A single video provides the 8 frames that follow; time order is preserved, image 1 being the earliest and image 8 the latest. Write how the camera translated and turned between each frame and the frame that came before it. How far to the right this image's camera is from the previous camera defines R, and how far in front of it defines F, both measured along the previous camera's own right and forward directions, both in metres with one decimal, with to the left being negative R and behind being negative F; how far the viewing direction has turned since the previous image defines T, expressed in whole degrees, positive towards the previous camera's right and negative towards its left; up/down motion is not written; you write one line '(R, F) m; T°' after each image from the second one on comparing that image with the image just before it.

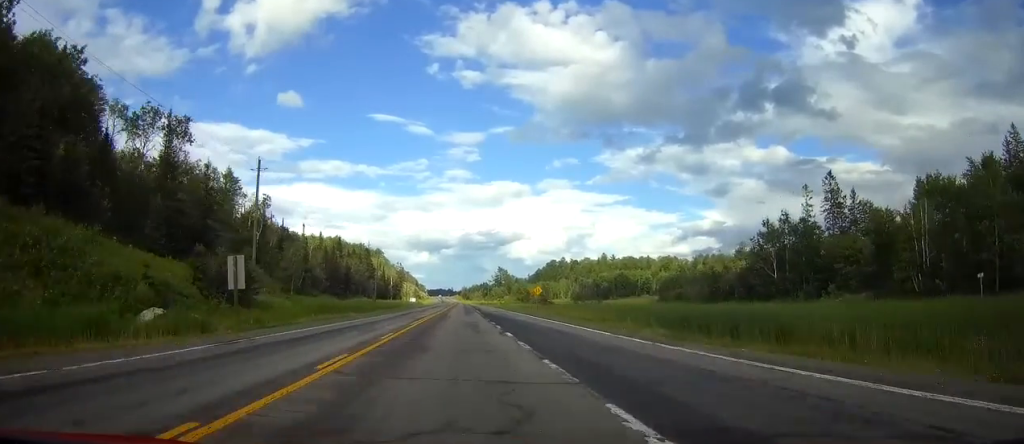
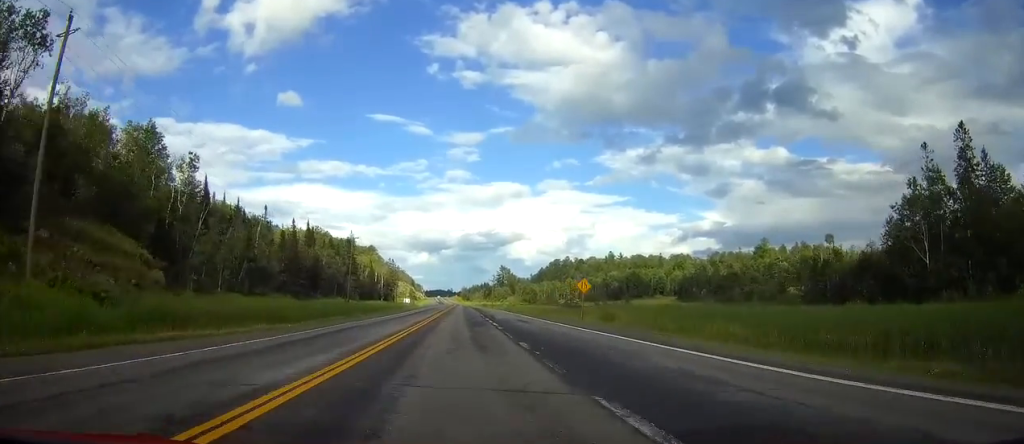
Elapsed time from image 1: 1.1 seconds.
(-0.1, +35.1) m; 0°
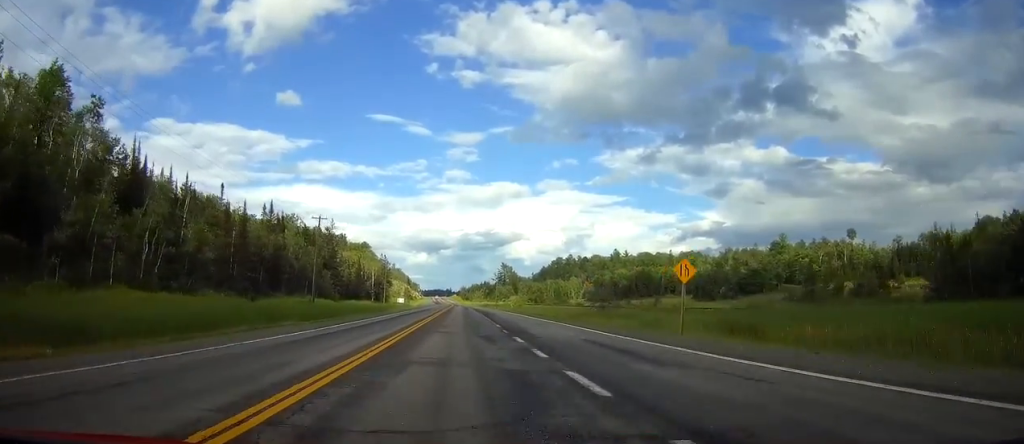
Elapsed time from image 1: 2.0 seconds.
(+0.1, +26.6) m; 0°
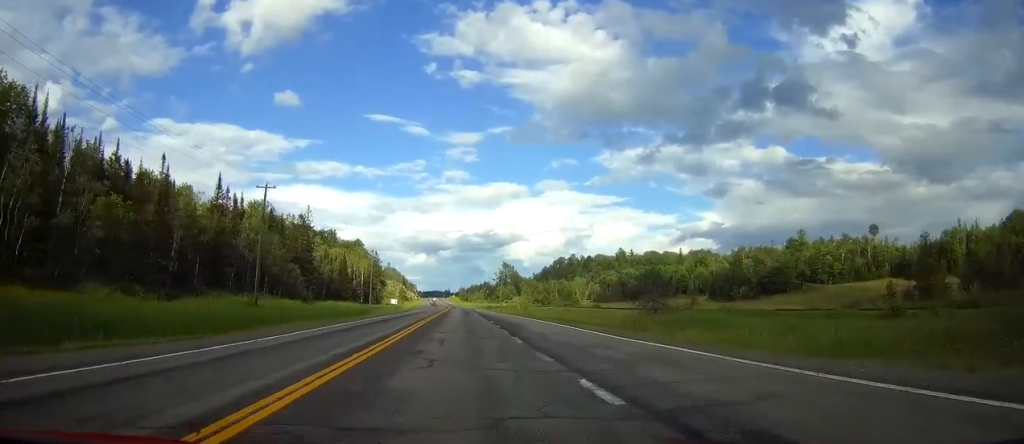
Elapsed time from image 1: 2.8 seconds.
(+0.1, +24.5) m; 0°
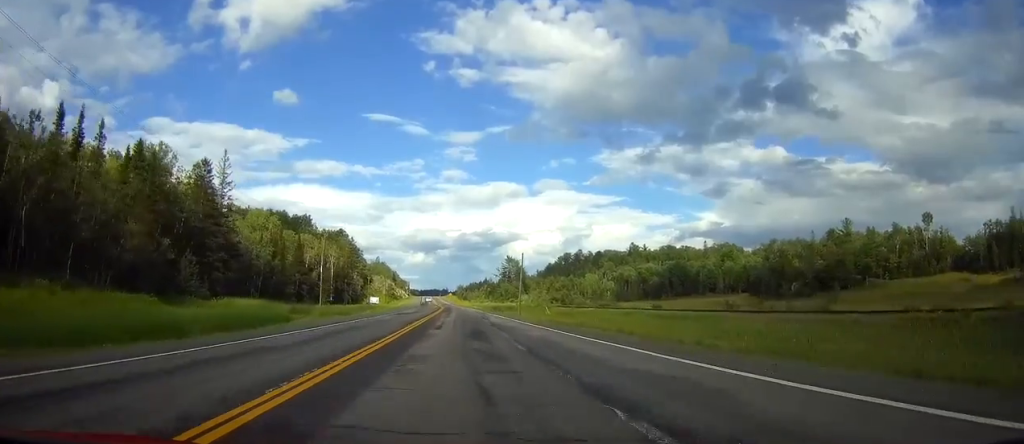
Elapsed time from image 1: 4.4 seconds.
(0.0, +50.1) m; 0°
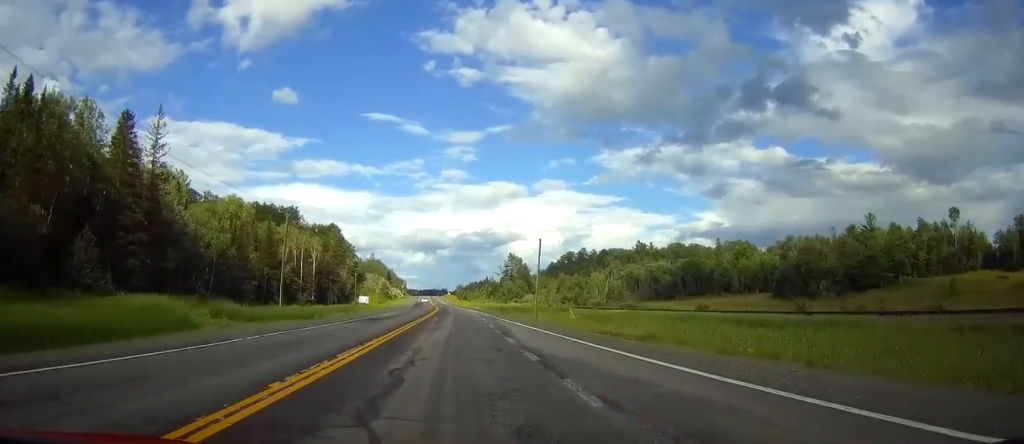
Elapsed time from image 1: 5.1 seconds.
(0.0, +21.5) m; 0°
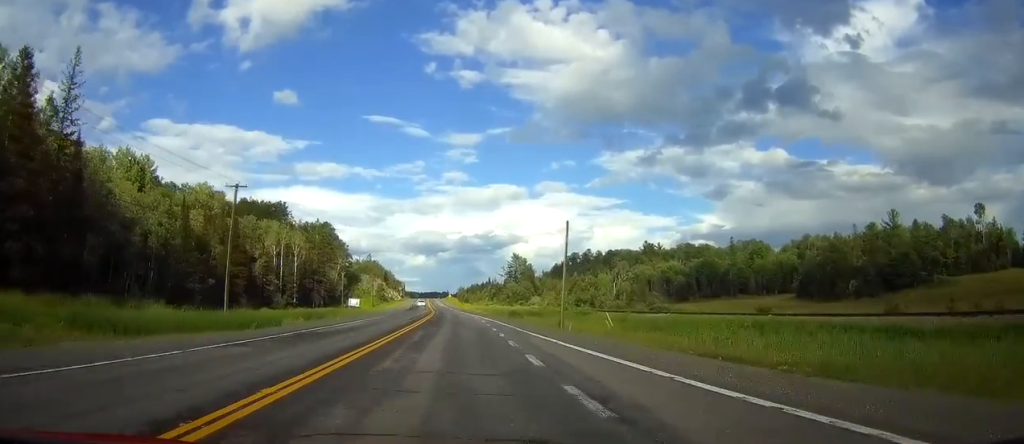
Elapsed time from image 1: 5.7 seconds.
(0.0, +18.5) m; 0°
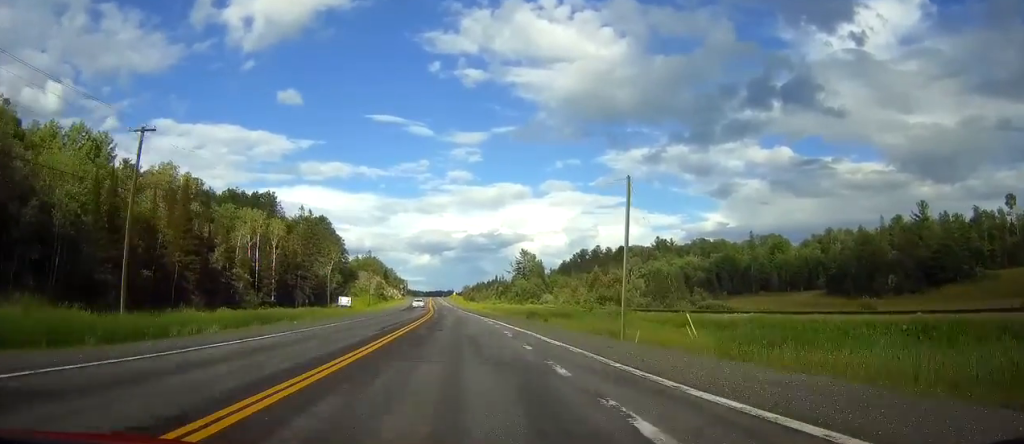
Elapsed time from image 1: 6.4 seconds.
(+0.1, +19.5) m; 0°
